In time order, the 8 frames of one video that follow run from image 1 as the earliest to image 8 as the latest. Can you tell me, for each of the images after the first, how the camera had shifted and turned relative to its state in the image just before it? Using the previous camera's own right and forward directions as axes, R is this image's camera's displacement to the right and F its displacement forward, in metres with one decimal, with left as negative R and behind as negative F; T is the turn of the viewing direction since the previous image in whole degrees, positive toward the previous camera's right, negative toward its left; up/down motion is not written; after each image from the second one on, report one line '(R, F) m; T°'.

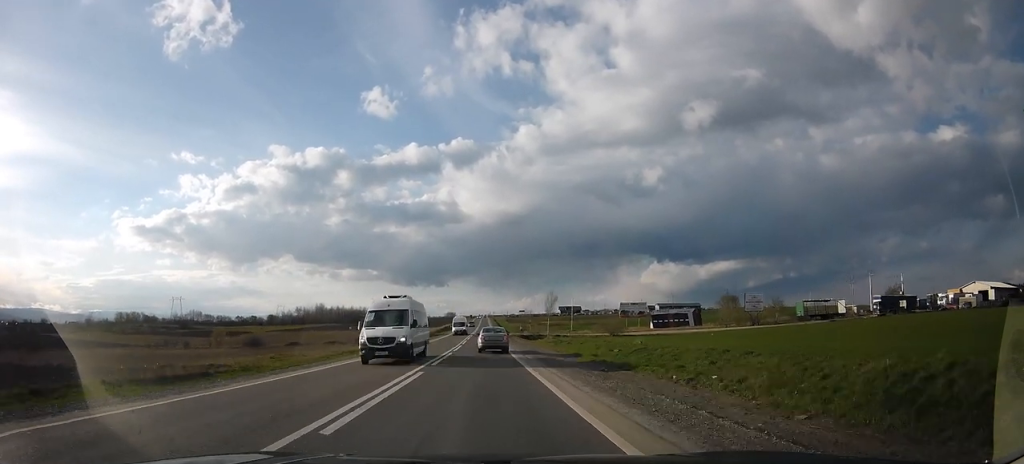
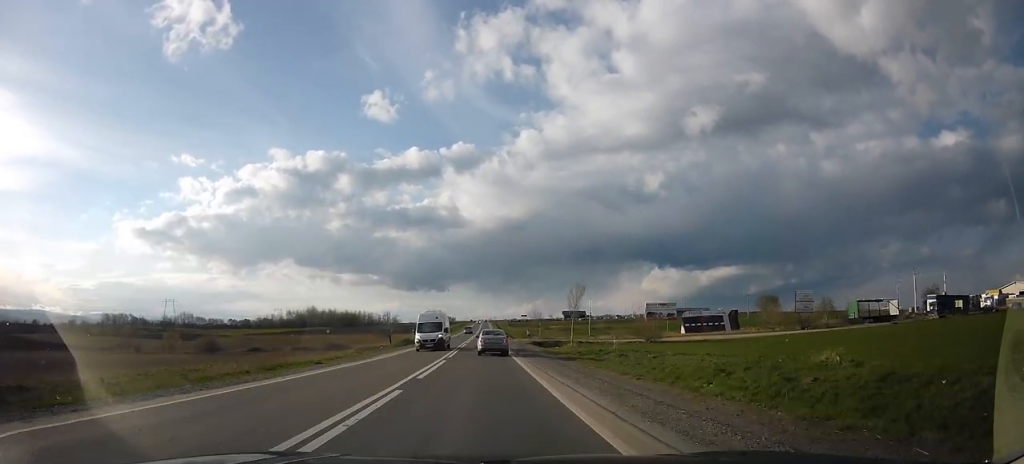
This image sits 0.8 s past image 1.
(0.0, +16.4) m; +1°
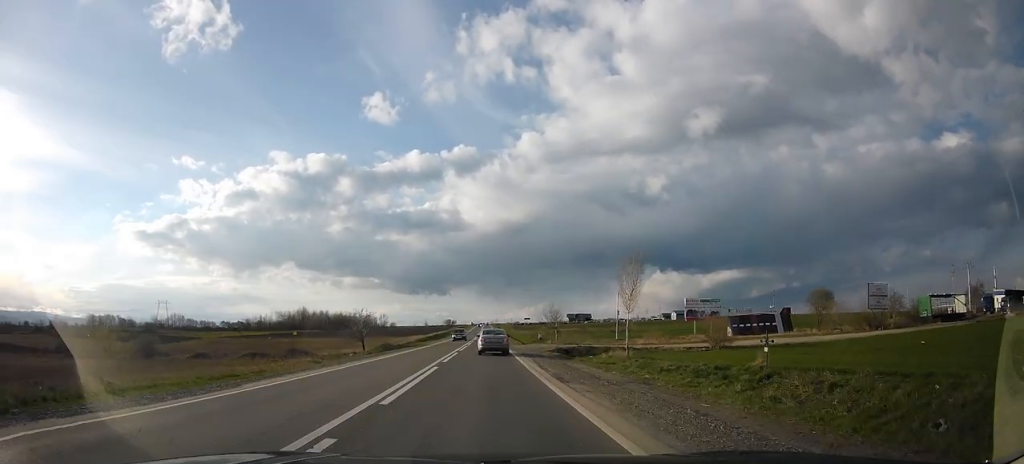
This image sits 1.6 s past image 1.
(+0.7, +17.2) m; -1°
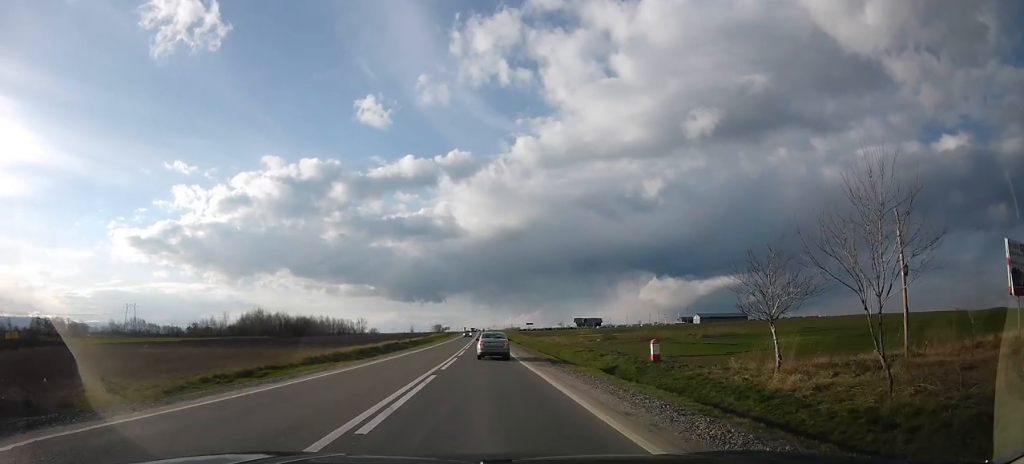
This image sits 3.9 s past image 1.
(-1.3, +51.5) m; 0°
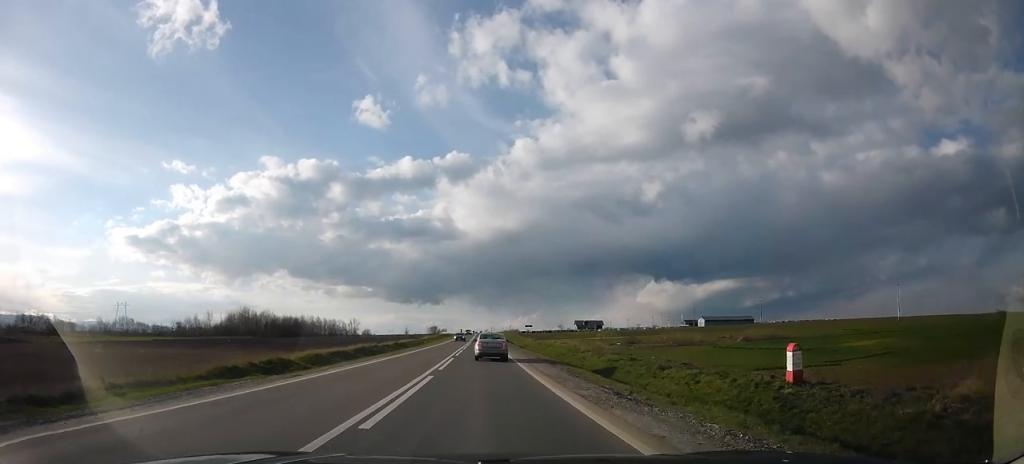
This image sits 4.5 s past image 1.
(0.0, +11.7) m; -1°
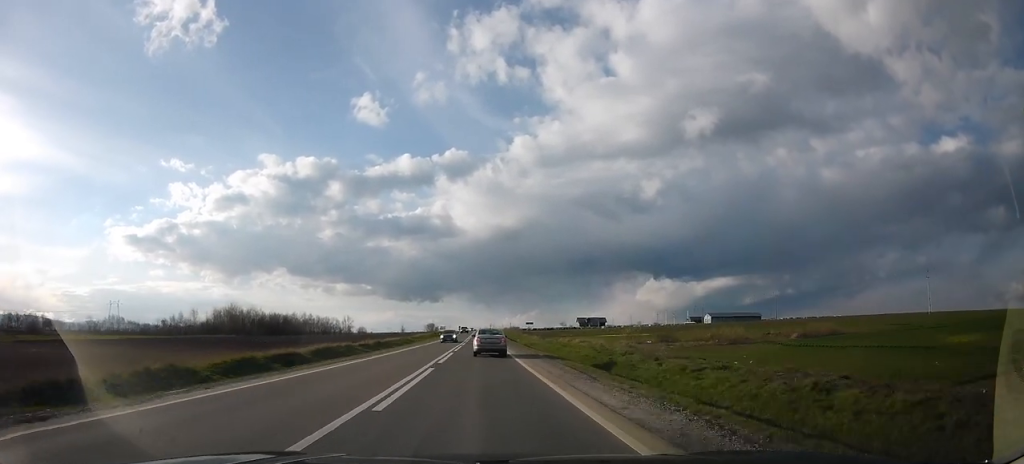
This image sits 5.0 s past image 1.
(-0.1, +10.9) m; 0°
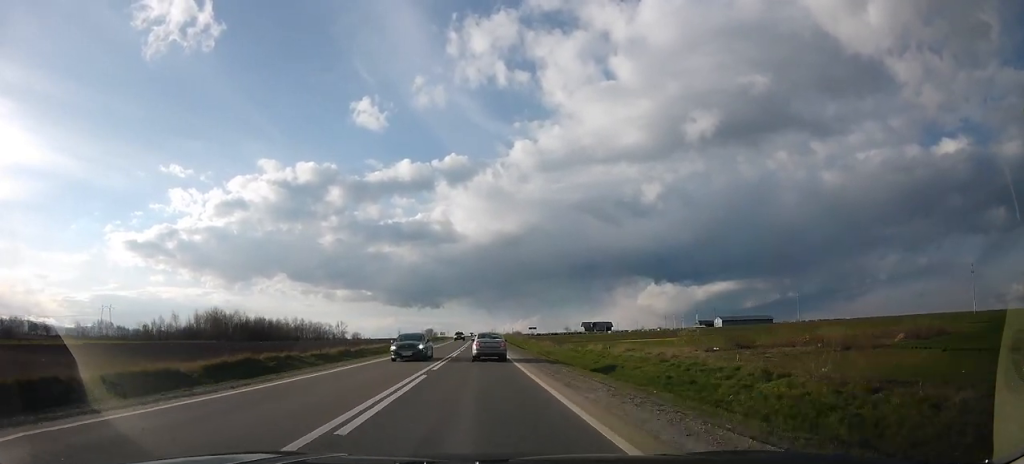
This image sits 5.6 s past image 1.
(-0.2, +13.7) m; 0°
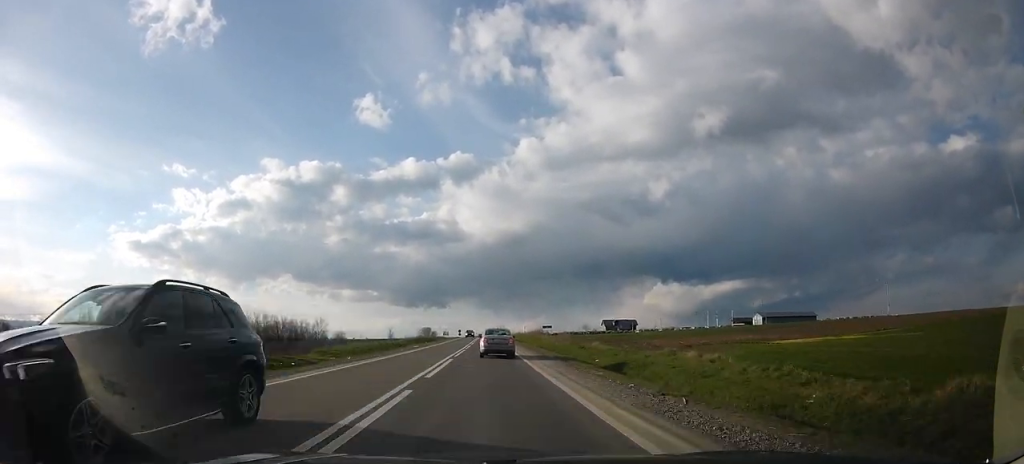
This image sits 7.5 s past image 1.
(-0.3, +41.1) m; 0°
